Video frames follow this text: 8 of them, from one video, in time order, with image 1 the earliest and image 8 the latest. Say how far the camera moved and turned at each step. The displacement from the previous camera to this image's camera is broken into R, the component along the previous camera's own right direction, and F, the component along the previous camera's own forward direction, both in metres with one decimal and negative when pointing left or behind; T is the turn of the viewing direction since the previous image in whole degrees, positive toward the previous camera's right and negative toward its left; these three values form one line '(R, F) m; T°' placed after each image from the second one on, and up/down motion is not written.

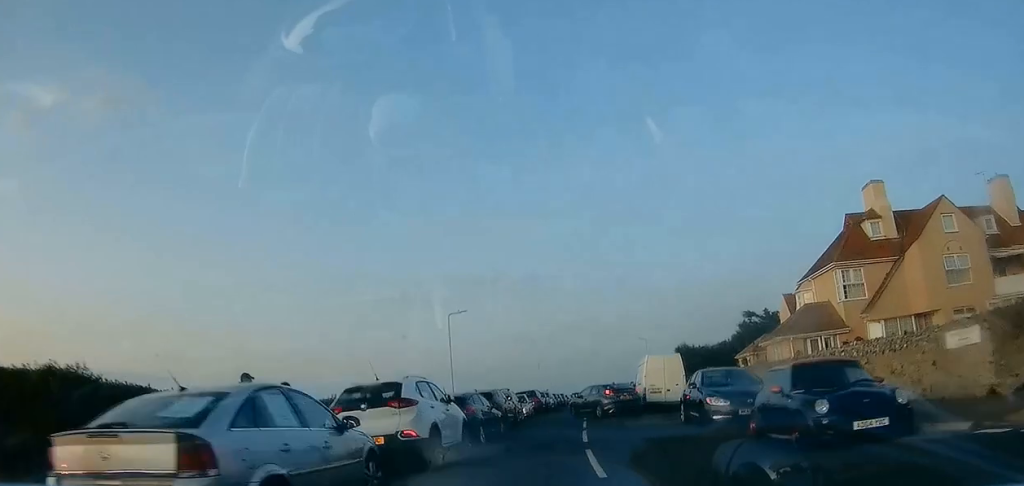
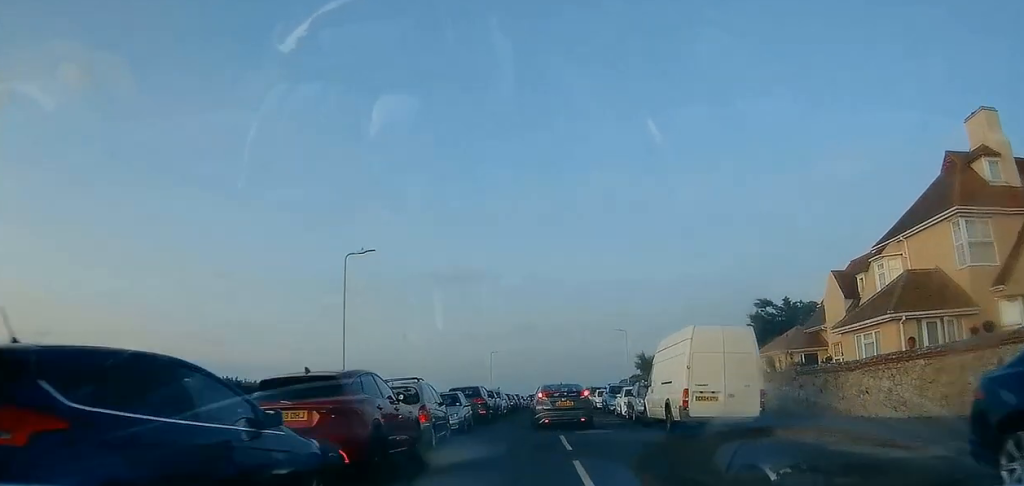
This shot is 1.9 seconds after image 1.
(+0.9, +14.0) m; +5°
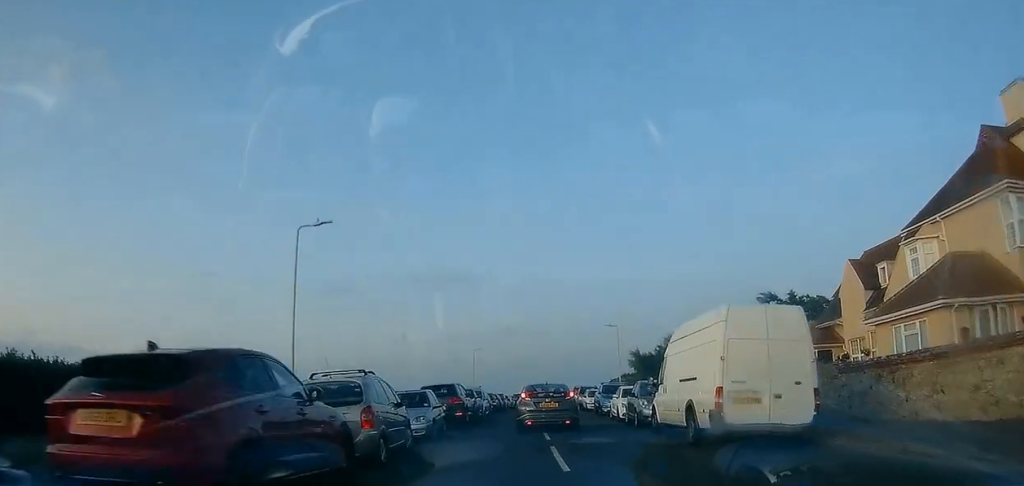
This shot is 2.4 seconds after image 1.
(0.0, +3.8) m; 0°
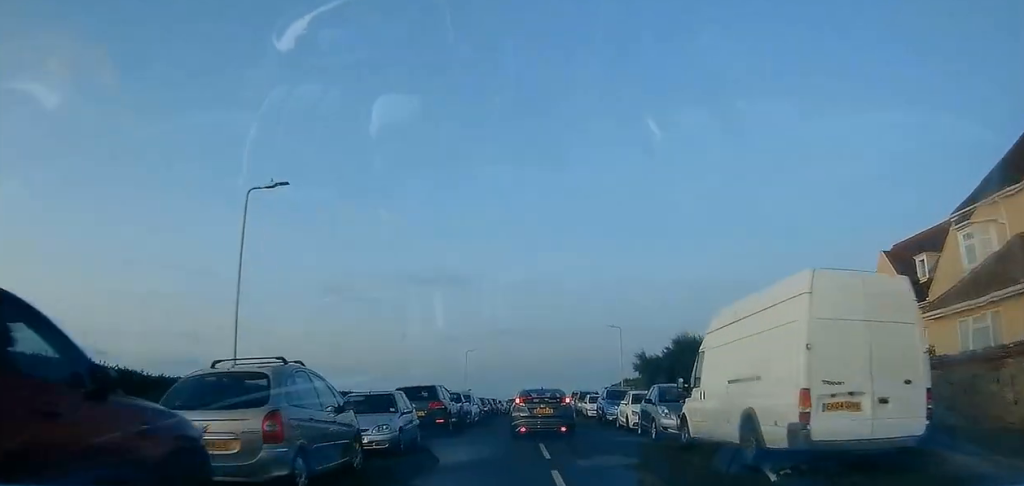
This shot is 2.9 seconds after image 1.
(0.0, +4.0) m; 0°
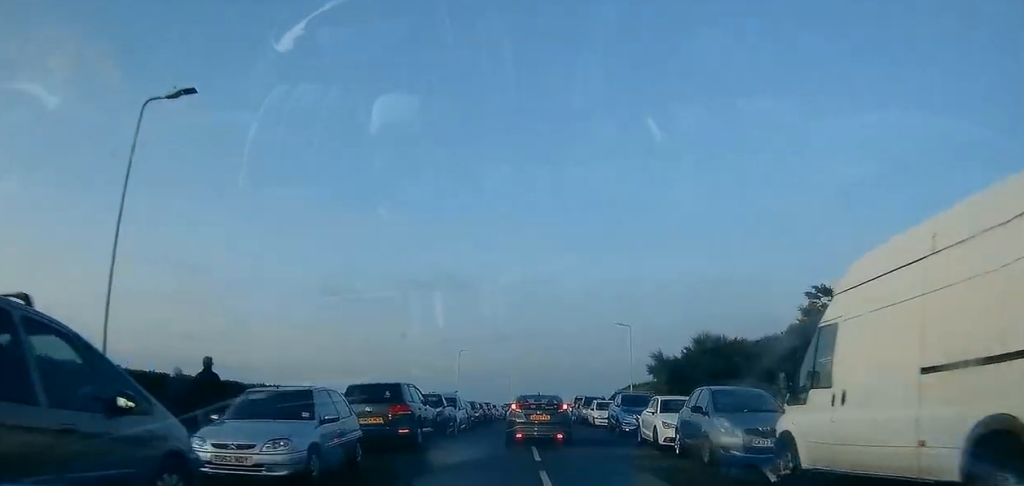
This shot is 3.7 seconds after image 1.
(0.0, +5.5) m; 0°
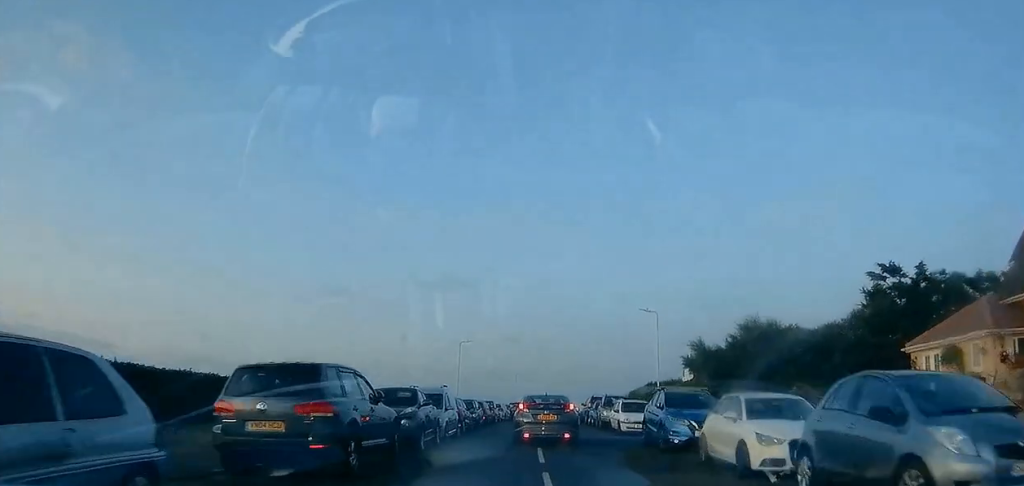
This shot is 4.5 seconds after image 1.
(0.0, +6.6) m; -1°
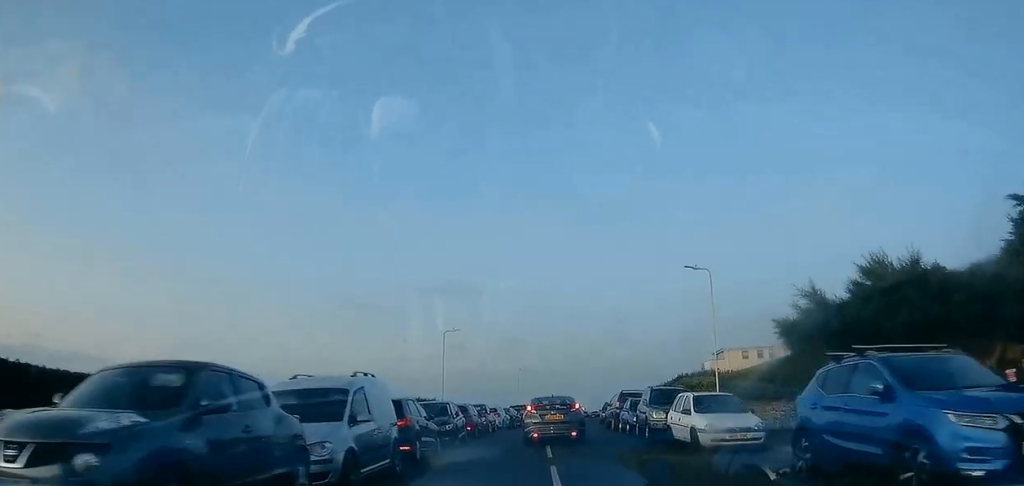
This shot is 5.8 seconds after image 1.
(-0.1, +11.7) m; -1°
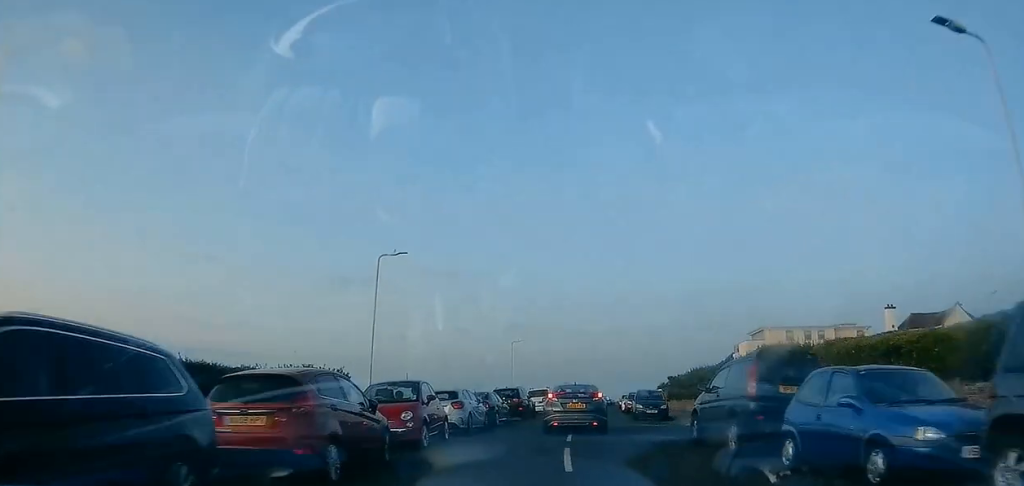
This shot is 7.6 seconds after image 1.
(-0.1, +15.9) m; 0°
